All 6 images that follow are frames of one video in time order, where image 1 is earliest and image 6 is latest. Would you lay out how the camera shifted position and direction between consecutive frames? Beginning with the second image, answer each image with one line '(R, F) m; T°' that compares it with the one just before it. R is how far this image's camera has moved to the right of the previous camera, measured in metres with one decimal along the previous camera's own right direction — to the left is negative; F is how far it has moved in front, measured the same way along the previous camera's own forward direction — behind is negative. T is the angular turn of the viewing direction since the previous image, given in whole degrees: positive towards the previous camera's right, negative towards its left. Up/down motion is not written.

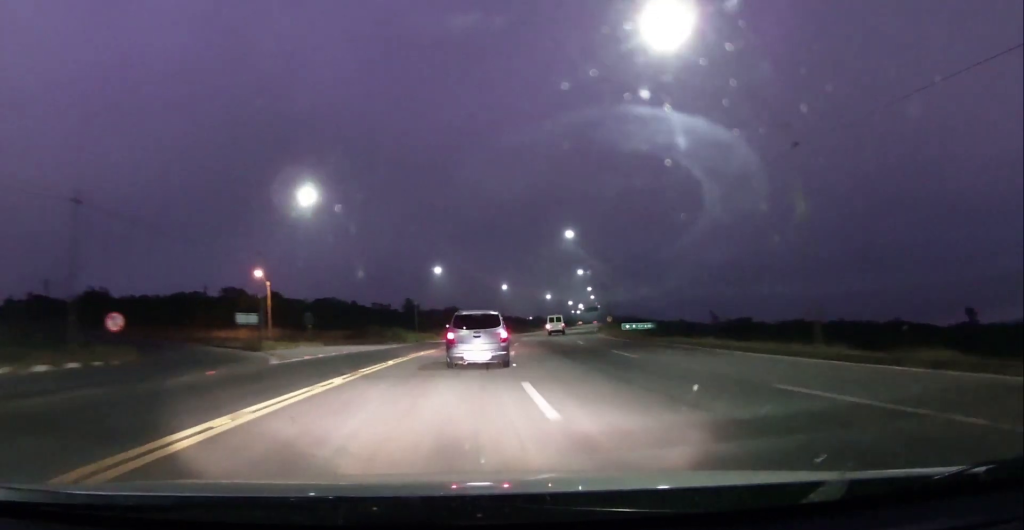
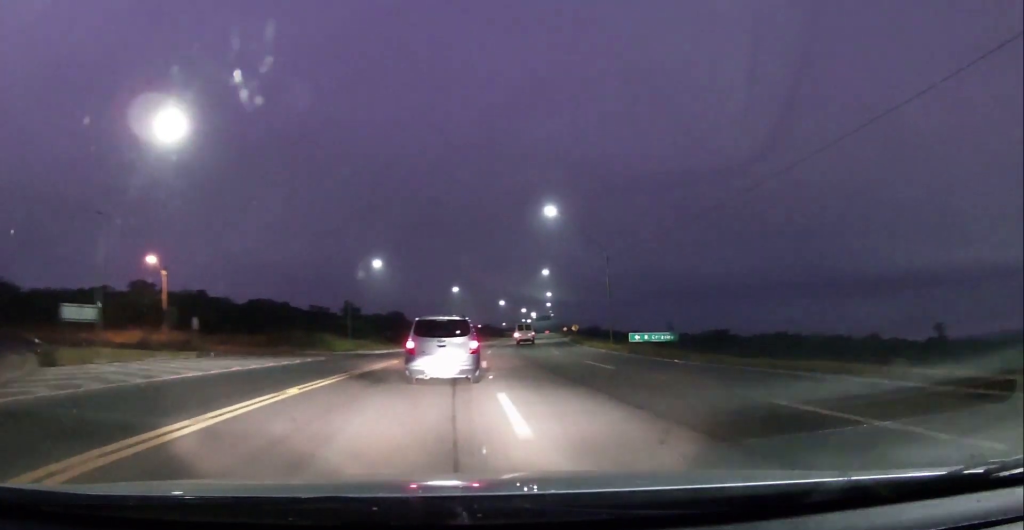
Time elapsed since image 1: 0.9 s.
(+0.7, +17.0) m; +3°
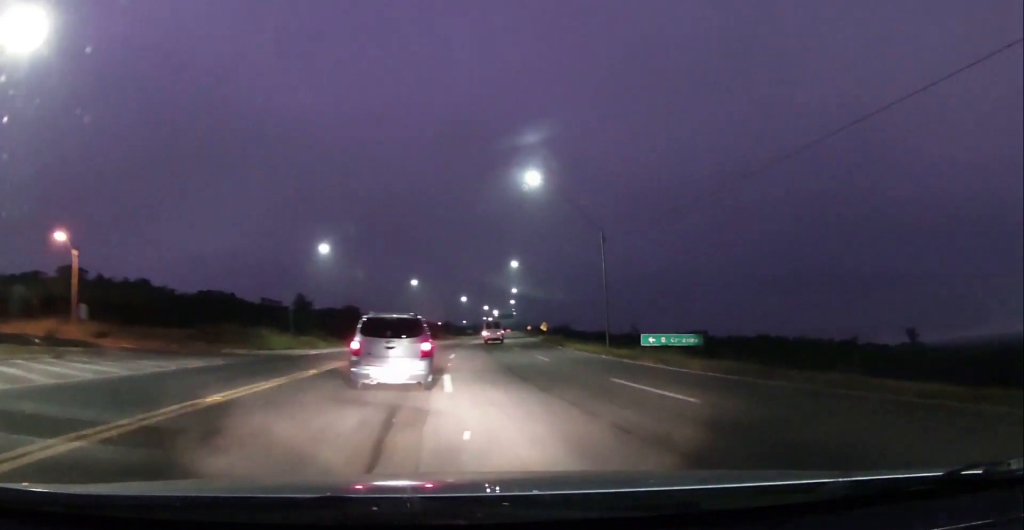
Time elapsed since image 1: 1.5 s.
(+0.3, +10.2) m; +2°
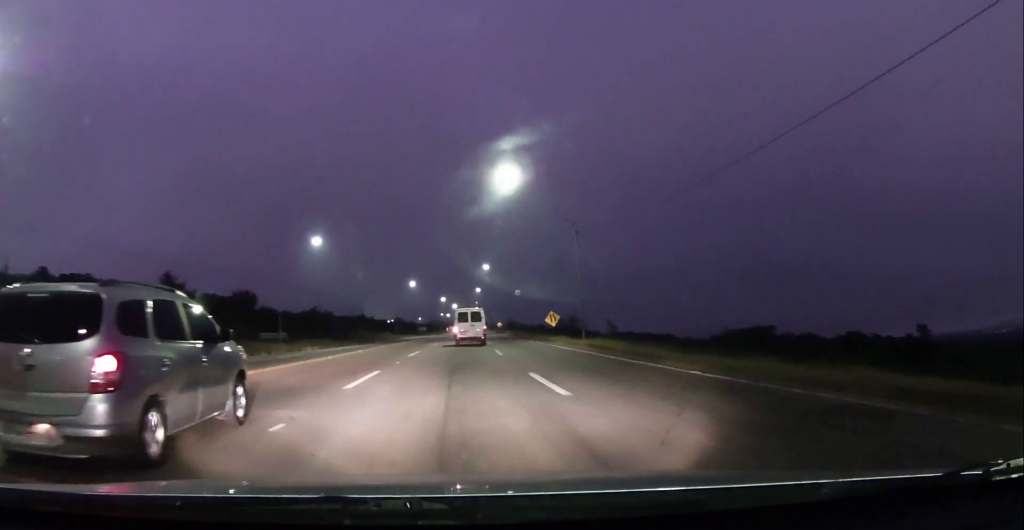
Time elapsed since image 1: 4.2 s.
(+3.5, +48.7) m; +8°
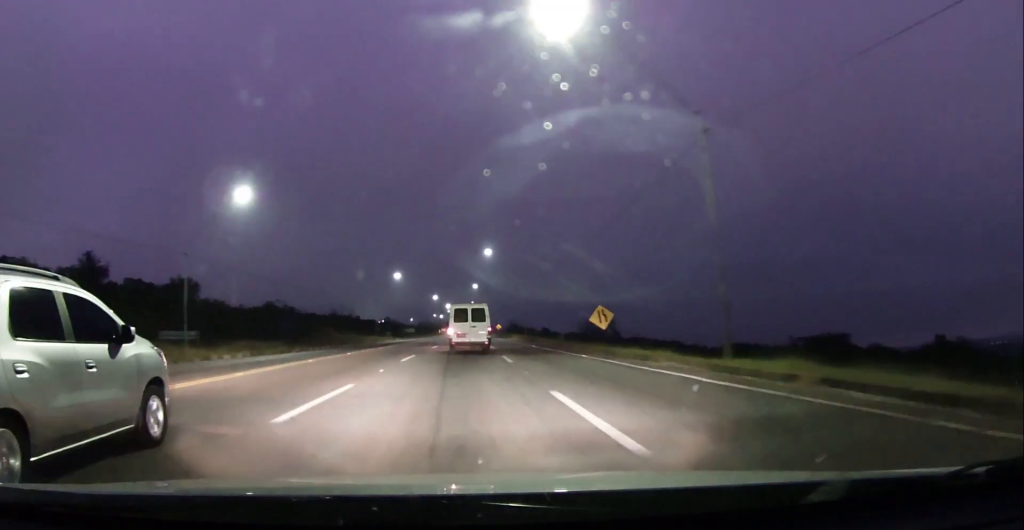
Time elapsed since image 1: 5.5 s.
(+0.5, +22.3) m; 0°
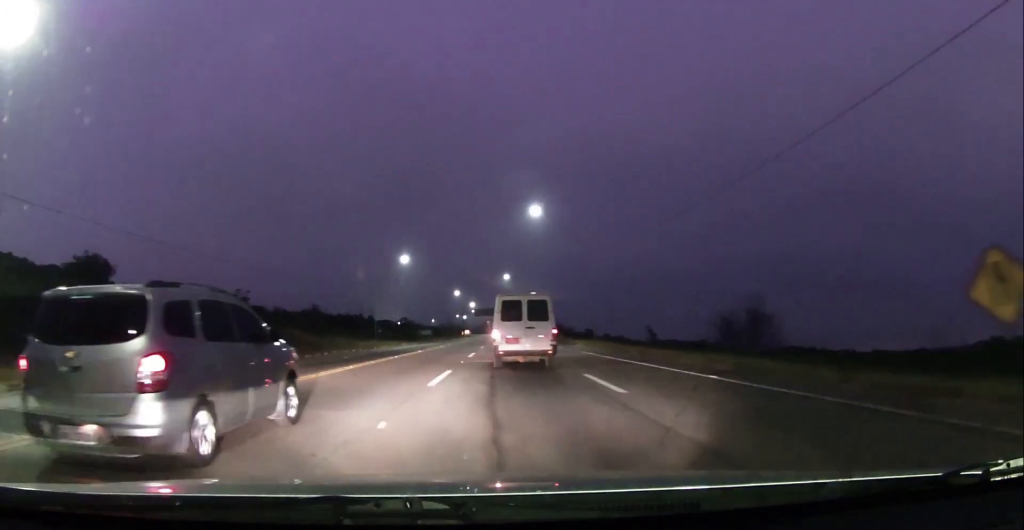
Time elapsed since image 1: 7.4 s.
(+0.1, +28.3) m; 0°
